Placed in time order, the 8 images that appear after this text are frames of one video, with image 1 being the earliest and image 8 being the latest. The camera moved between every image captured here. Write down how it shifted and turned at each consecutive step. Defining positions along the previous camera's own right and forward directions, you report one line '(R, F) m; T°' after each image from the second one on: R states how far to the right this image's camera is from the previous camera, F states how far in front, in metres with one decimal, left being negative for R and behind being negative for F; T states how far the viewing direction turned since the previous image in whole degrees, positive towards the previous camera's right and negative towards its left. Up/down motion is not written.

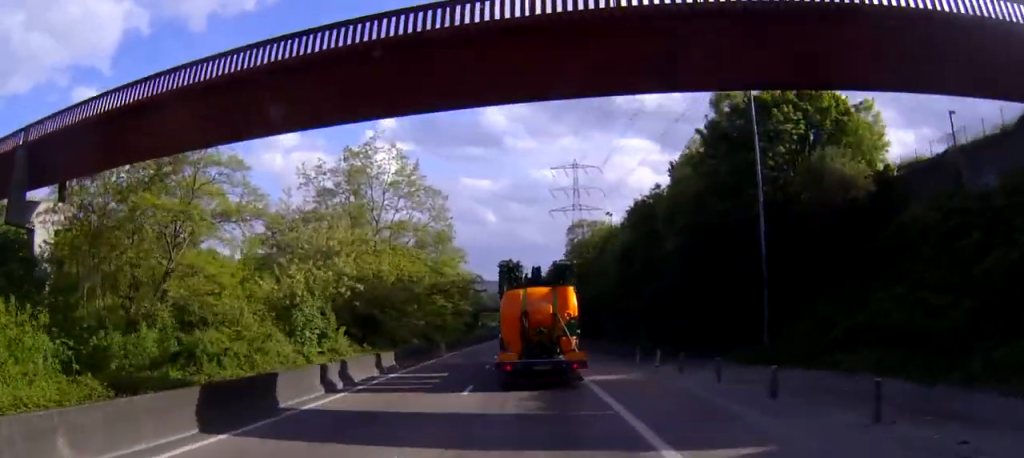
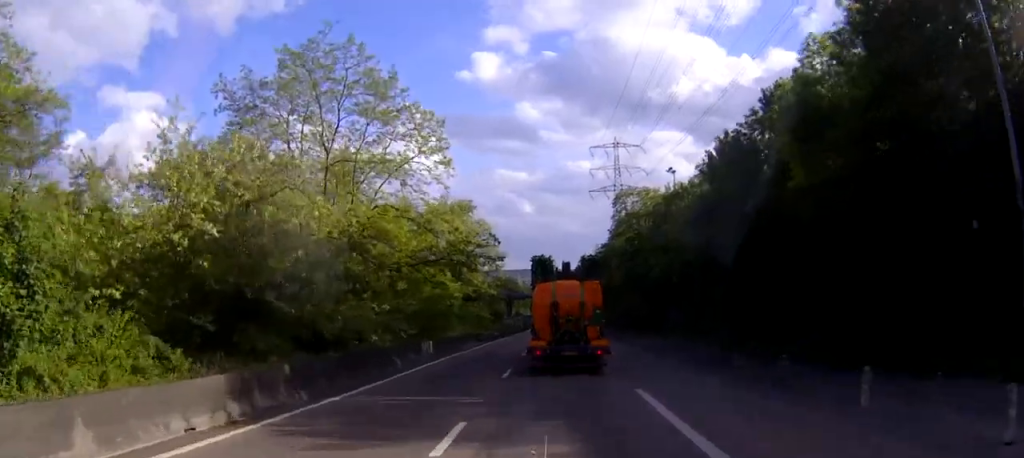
(-1.2, +23.9) m; -4°
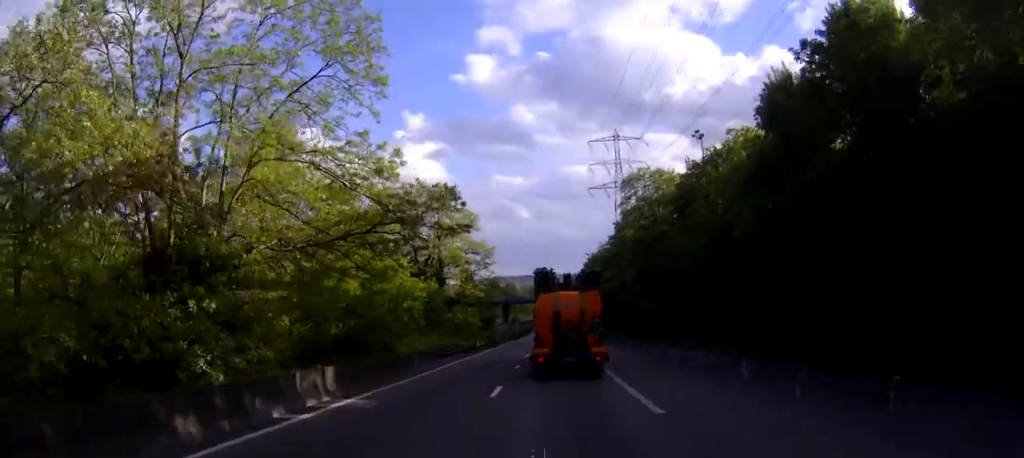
(-0.1, +16.8) m; 0°
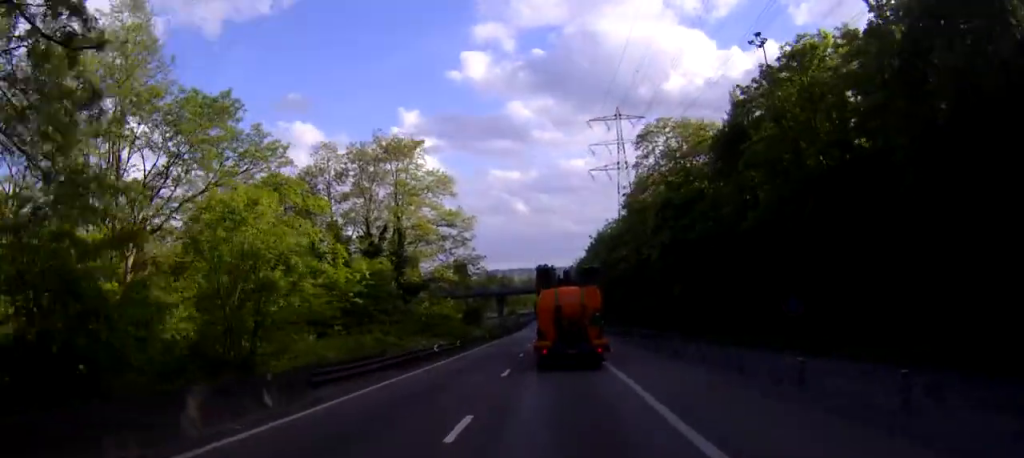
(+0.2, +21.3) m; 0°
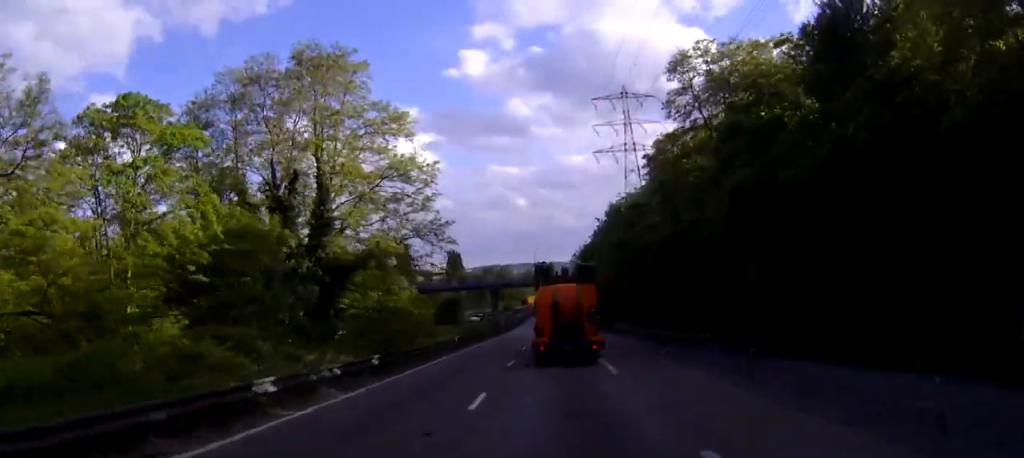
(-0.4, +22.4) m; -1°
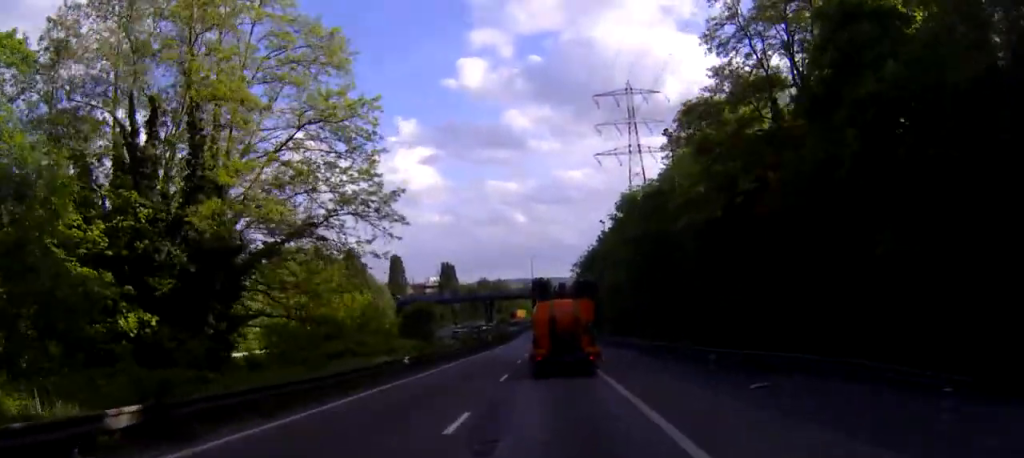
(+0.1, +15.9) m; 0°
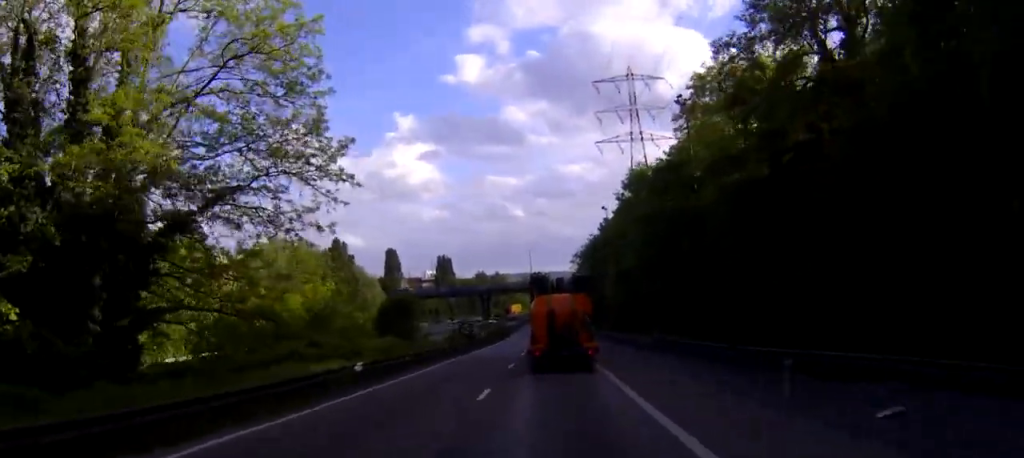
(0.0, +8.1) m; 0°
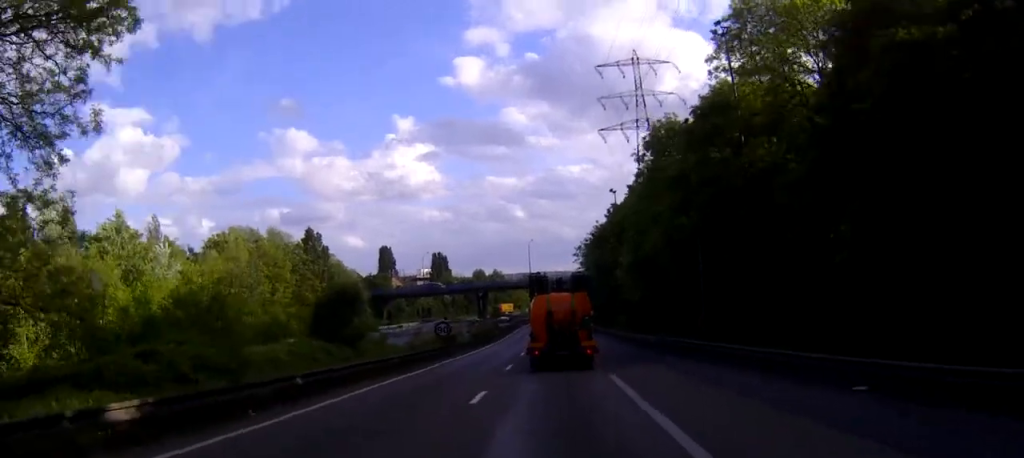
(-0.1, +14.4) m; 0°
